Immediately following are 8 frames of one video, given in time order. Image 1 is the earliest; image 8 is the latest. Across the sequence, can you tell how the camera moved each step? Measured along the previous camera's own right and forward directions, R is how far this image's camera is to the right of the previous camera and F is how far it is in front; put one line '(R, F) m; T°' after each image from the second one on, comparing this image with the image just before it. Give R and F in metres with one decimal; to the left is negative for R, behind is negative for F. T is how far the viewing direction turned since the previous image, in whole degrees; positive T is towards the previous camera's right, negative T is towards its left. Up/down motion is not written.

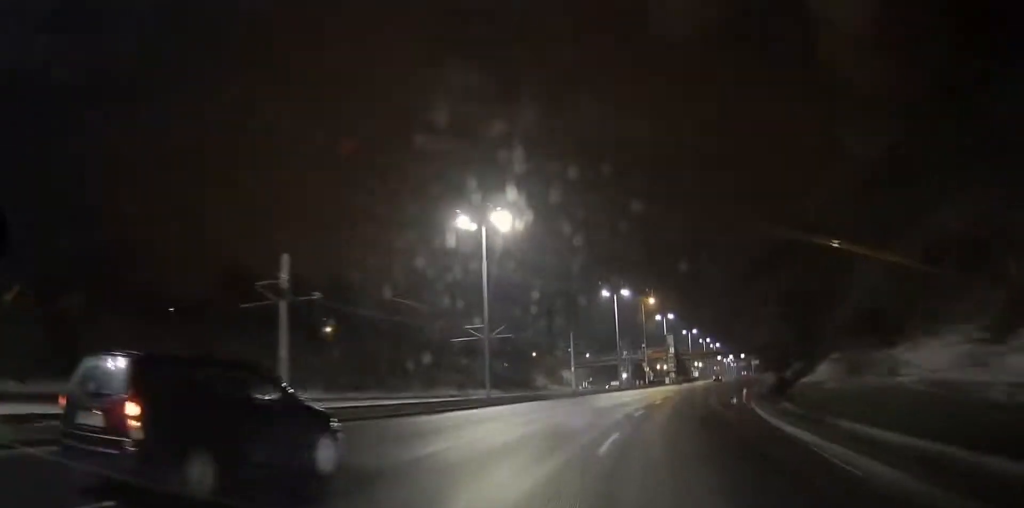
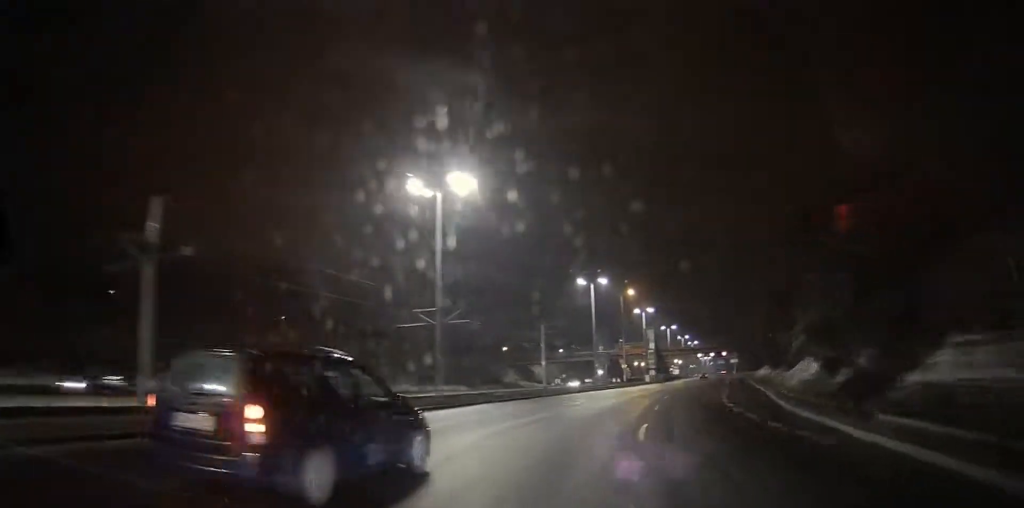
(+0.3, +9.8) m; +2°
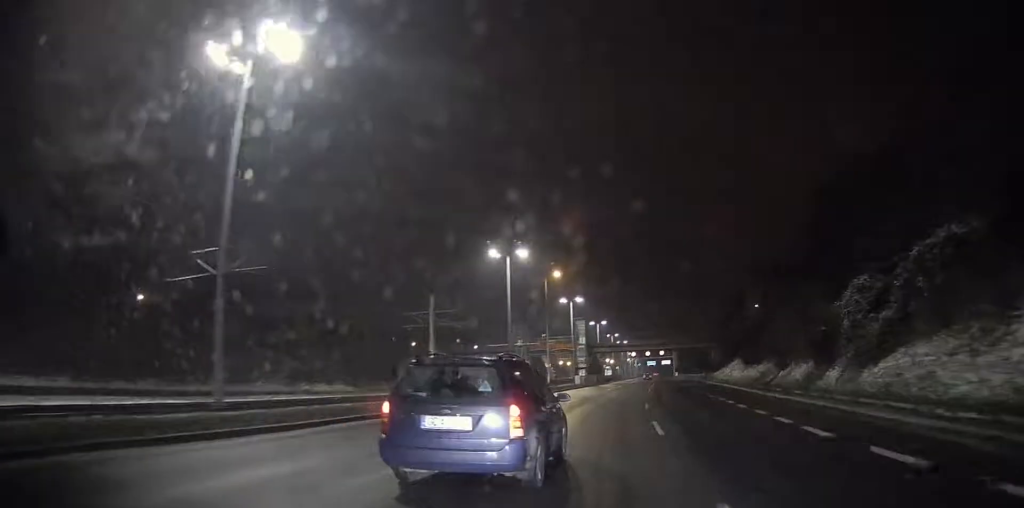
(+1.1, +21.4) m; +5°
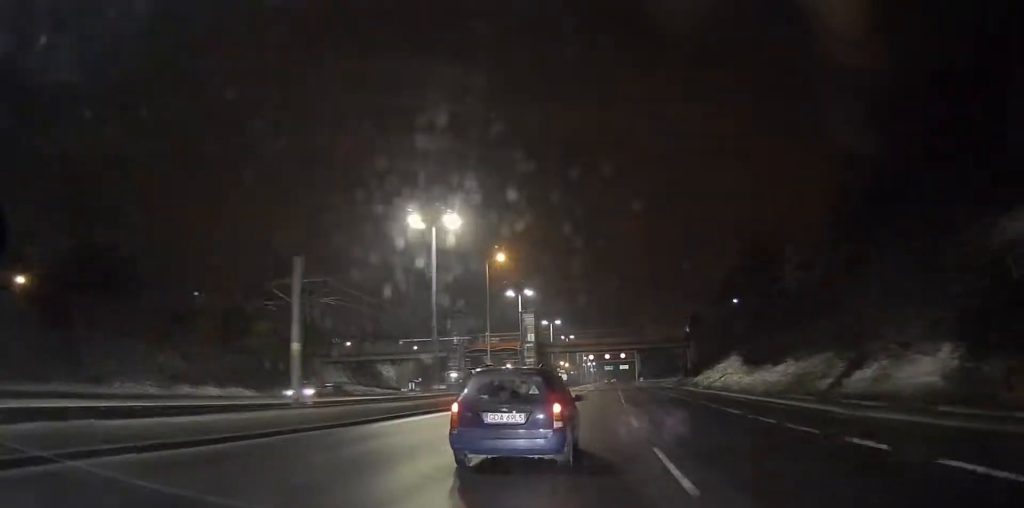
(+0.6, +19.0) m; +3°
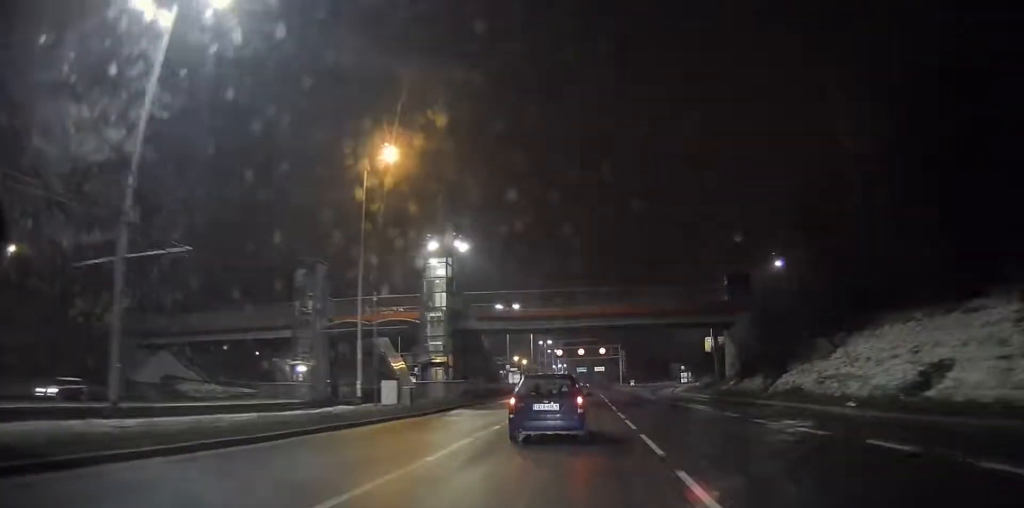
(+1.1, +40.2) m; +3°
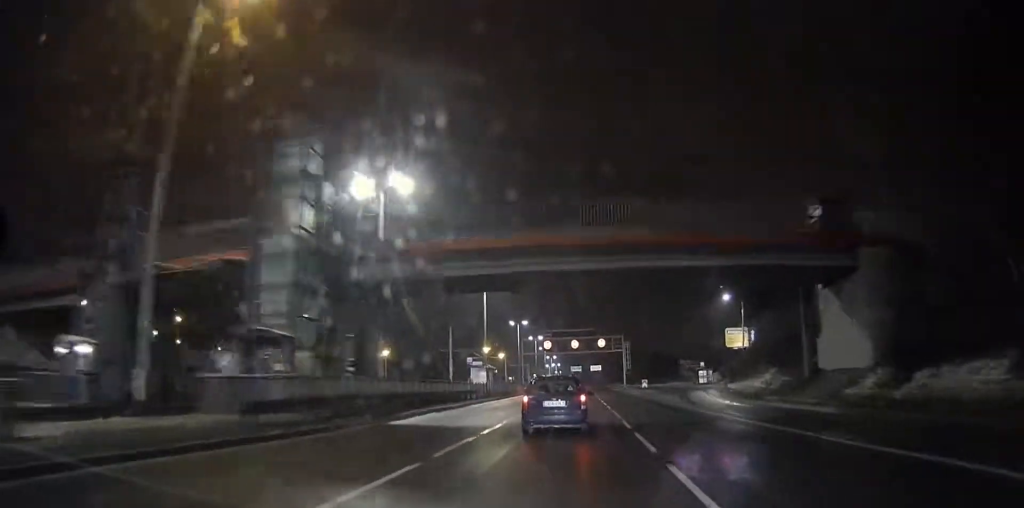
(+0.2, +24.8) m; +1°
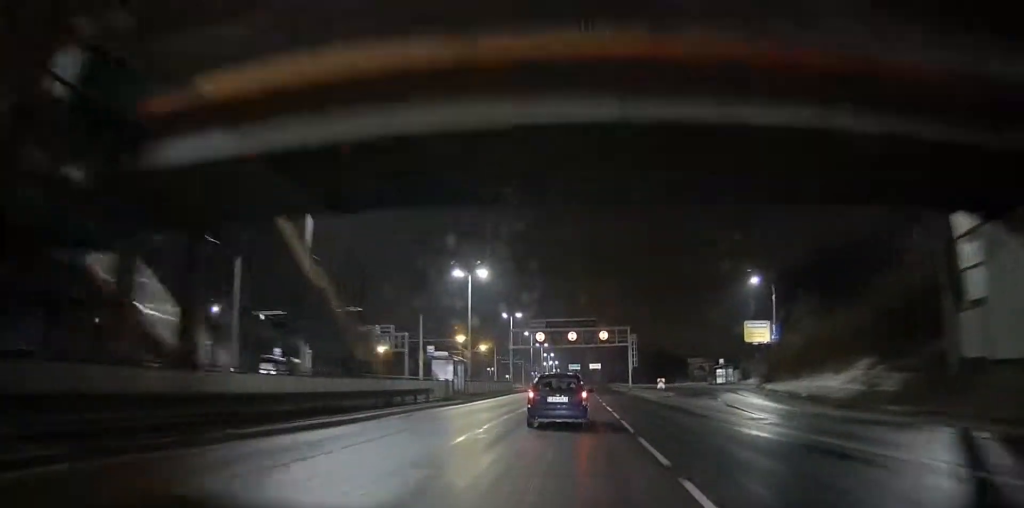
(+0.1, +14.2) m; 0°
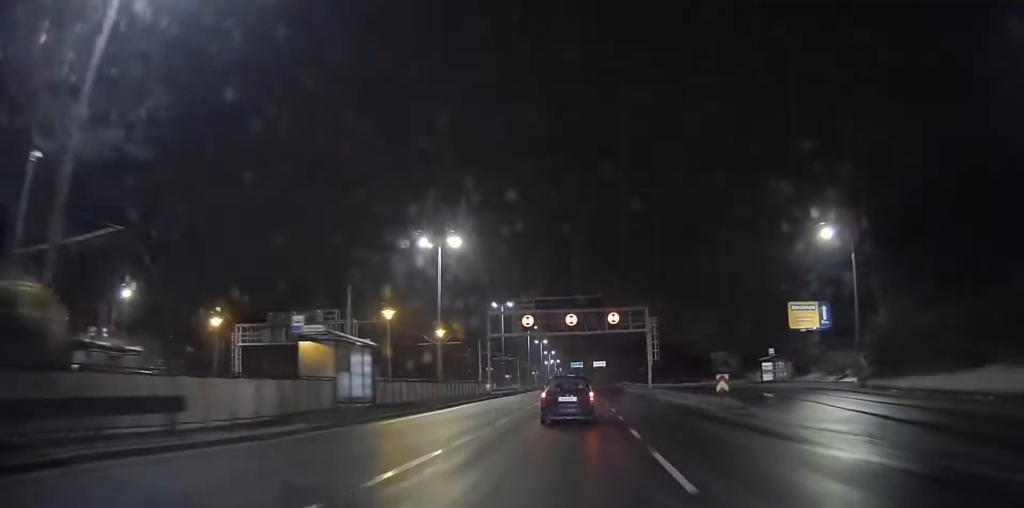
(-0.2, +19.3) m; -1°
